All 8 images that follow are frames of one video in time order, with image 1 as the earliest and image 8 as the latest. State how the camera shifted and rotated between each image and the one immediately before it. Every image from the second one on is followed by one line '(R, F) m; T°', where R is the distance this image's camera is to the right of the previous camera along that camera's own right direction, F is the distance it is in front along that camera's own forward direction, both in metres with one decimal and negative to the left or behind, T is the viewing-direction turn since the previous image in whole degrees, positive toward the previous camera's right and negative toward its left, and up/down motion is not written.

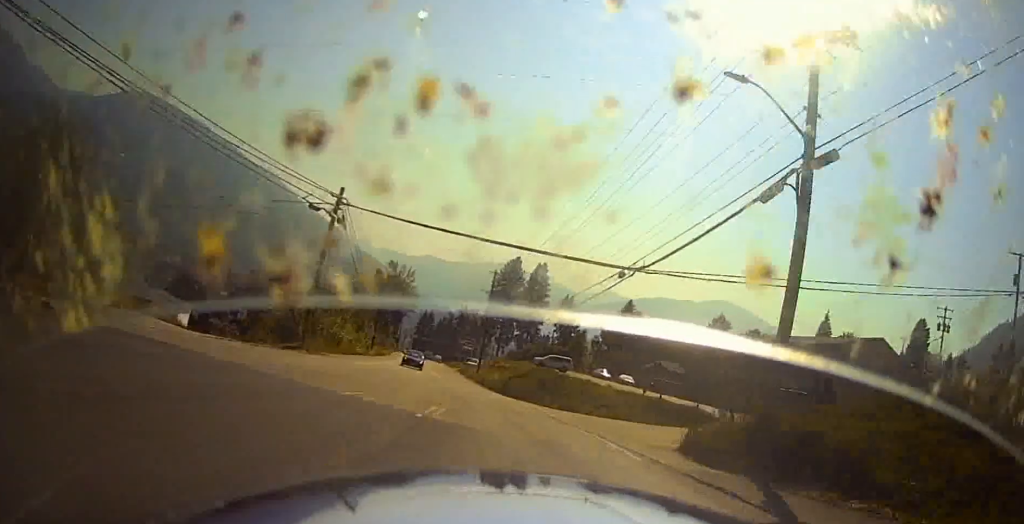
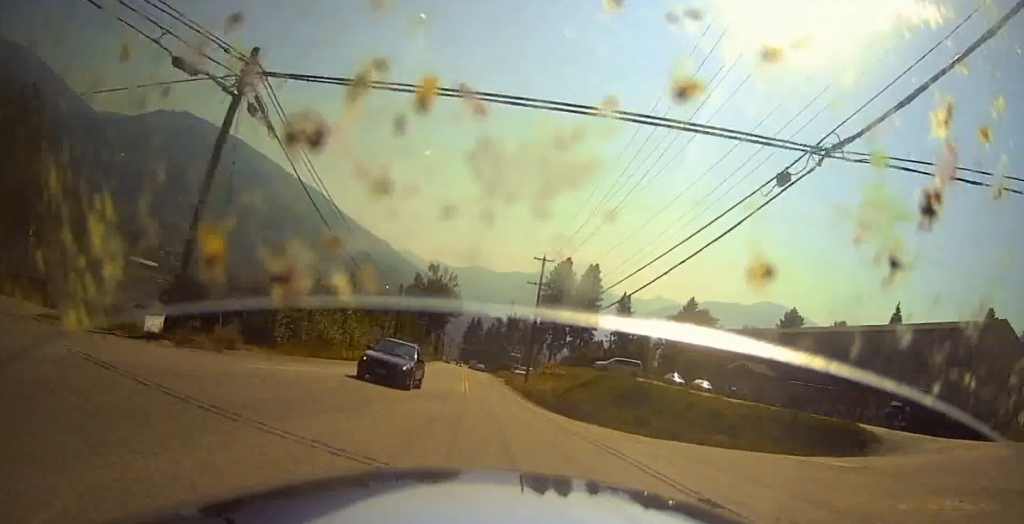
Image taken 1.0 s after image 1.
(-0.2, +16.3) m; 0°
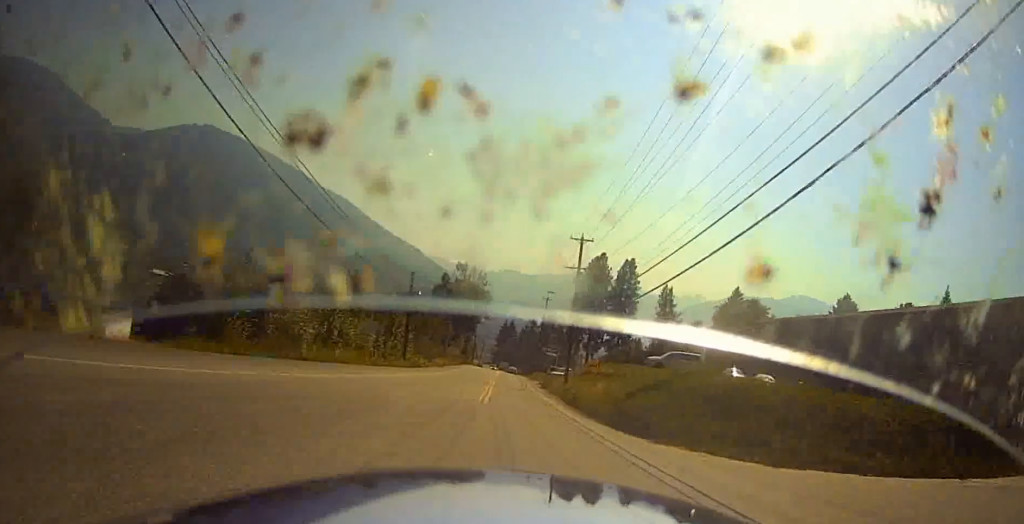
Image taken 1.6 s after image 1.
(0.0, +11.1) m; +1°
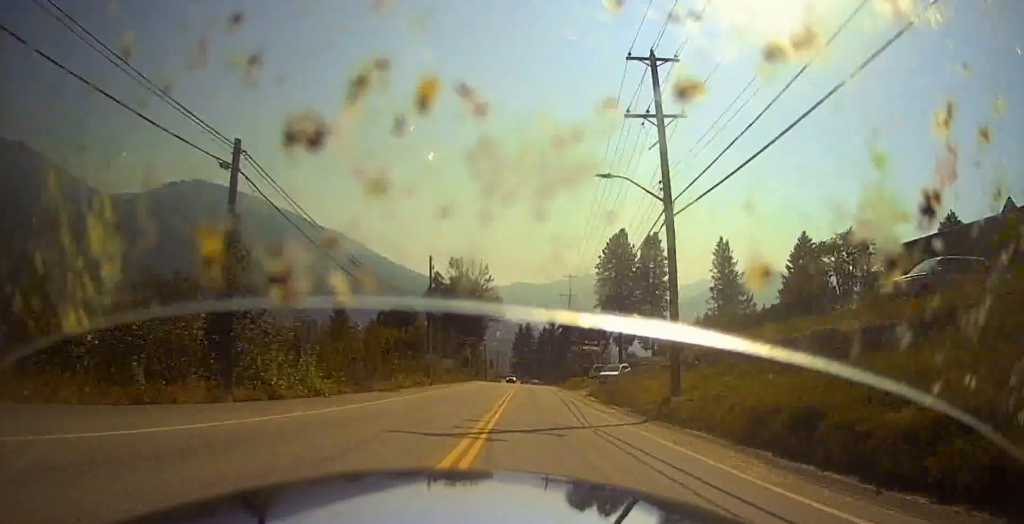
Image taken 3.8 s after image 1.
(+1.9, +35.0) m; +4°
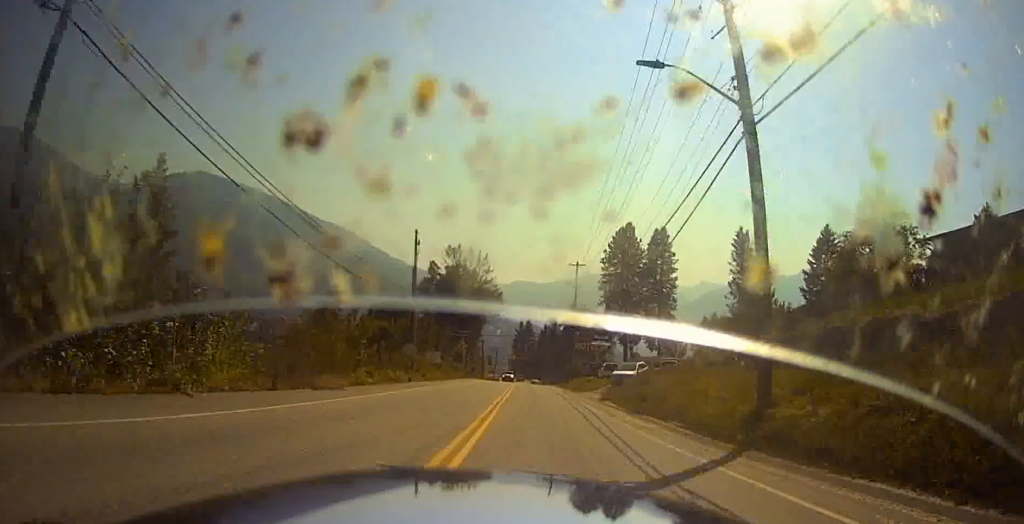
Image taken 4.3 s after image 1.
(0.0, +9.2) m; 0°
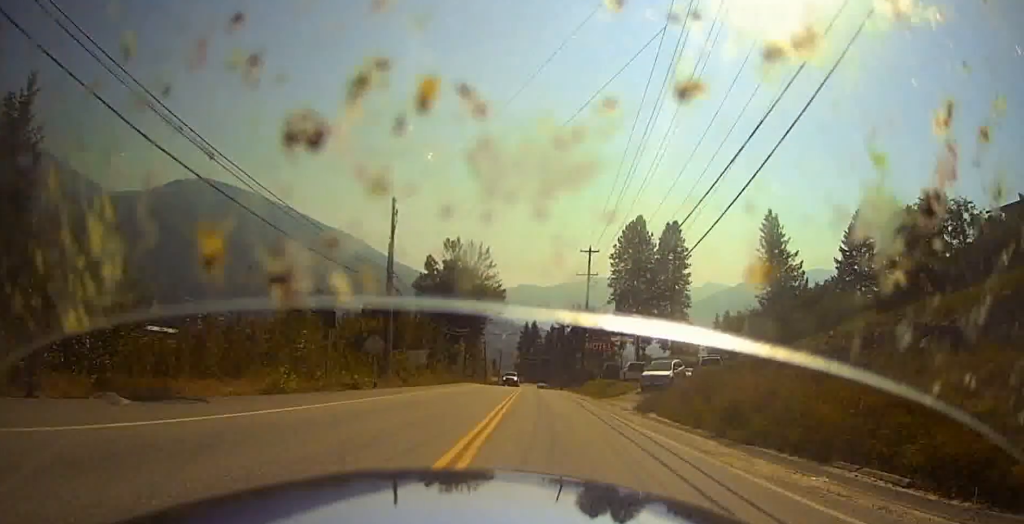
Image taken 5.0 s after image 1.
(0.0, +11.1) m; -2°
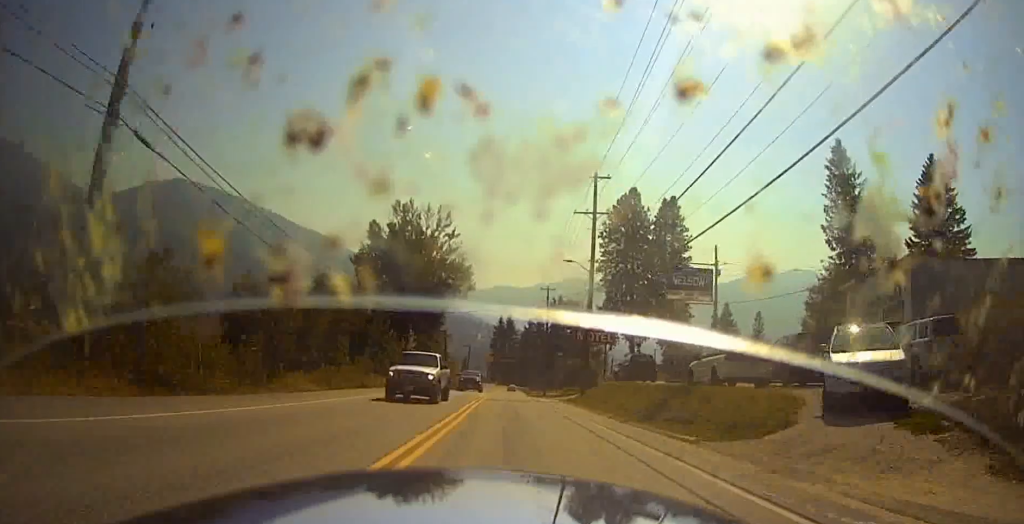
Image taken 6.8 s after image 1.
(-0.6, +28.8) m; 0°
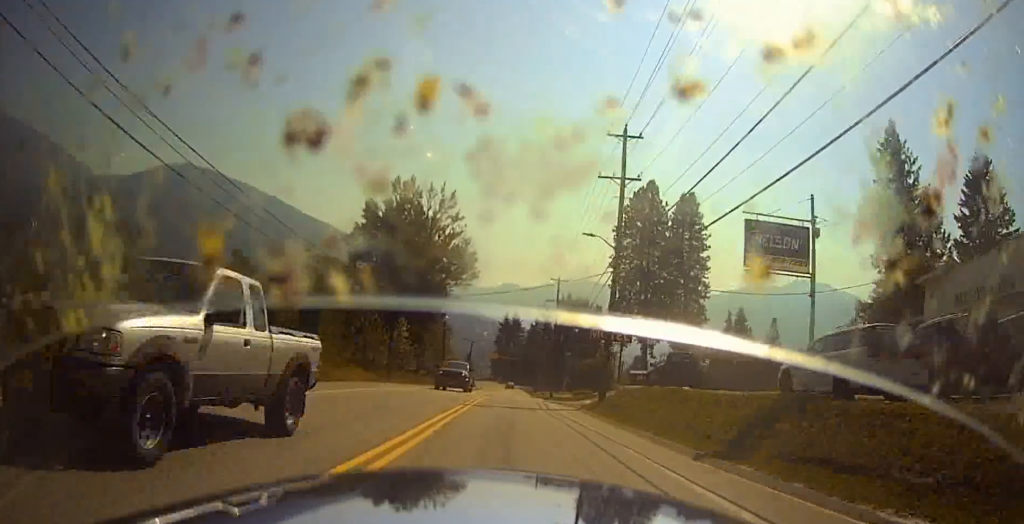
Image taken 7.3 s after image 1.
(+0.2, +9.0) m; +1°
